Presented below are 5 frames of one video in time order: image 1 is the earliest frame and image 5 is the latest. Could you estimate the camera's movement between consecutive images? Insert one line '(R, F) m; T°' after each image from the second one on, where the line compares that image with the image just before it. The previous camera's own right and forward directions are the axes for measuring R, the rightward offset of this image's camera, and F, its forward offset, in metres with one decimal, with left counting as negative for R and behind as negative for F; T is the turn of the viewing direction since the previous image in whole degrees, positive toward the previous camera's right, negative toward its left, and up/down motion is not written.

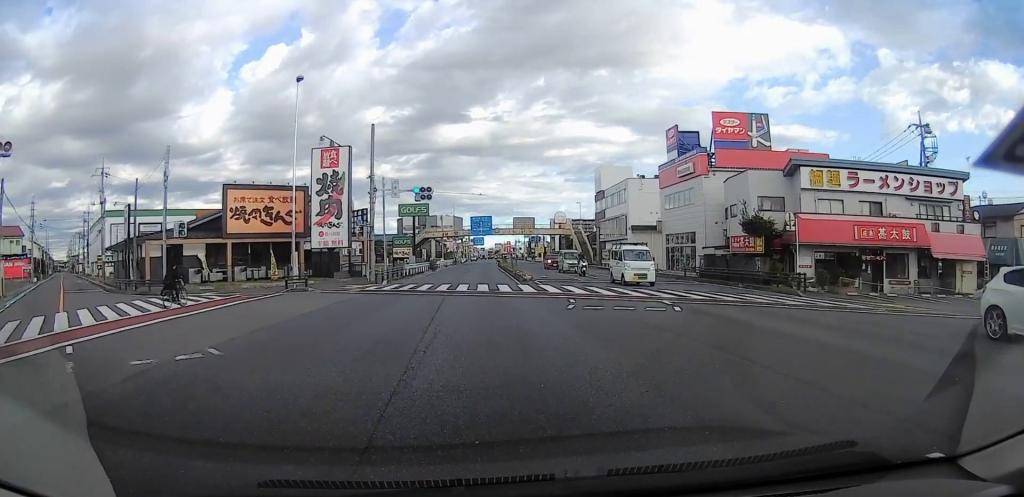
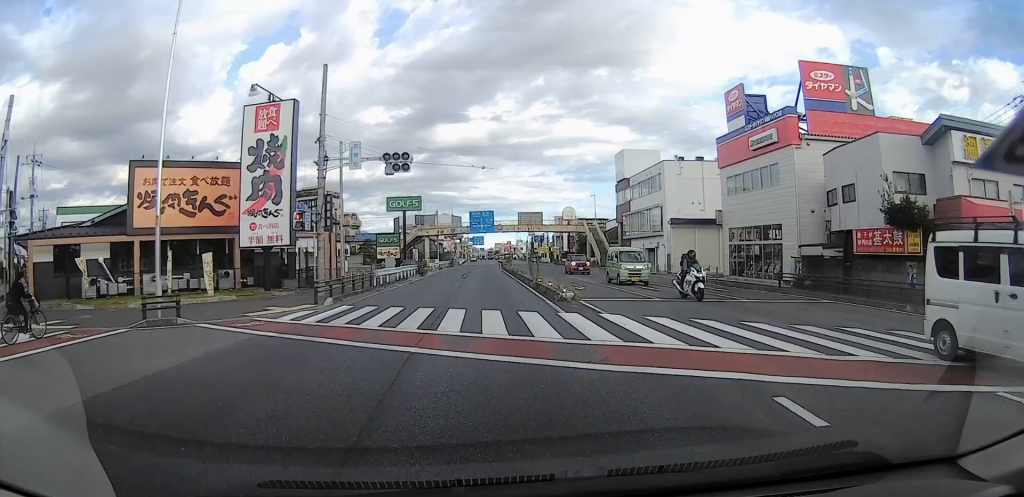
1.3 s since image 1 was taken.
(-0.1, +10.0) m; +1°
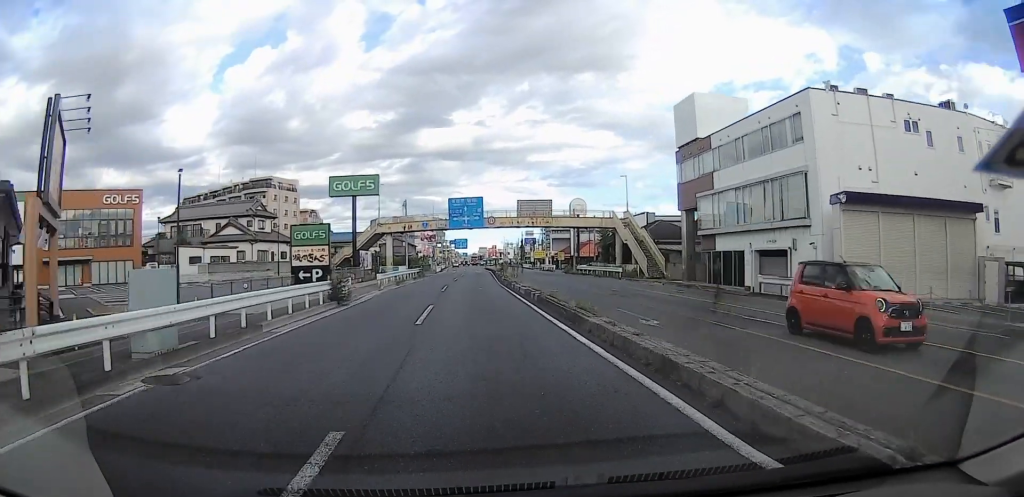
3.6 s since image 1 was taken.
(+0.7, +22.2) m; +1°
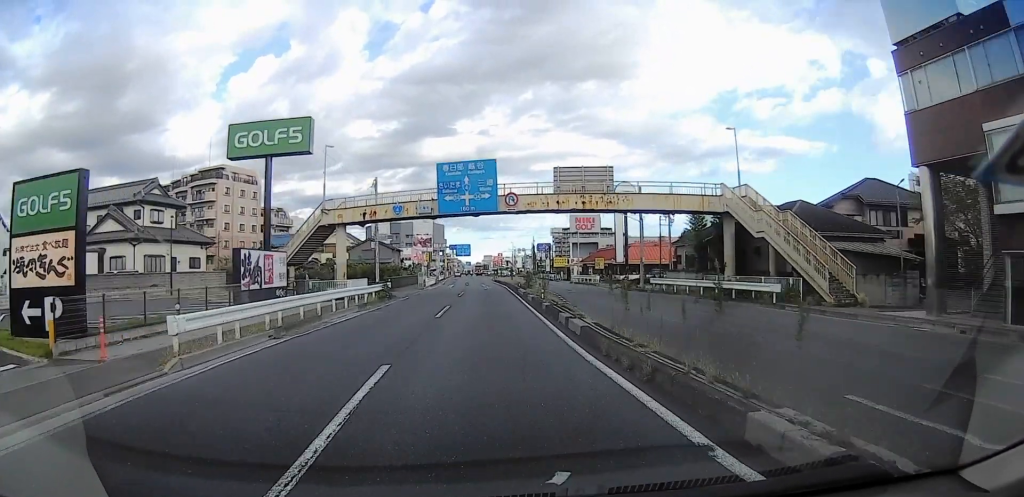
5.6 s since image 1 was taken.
(-0.5, +24.5) m; -1°
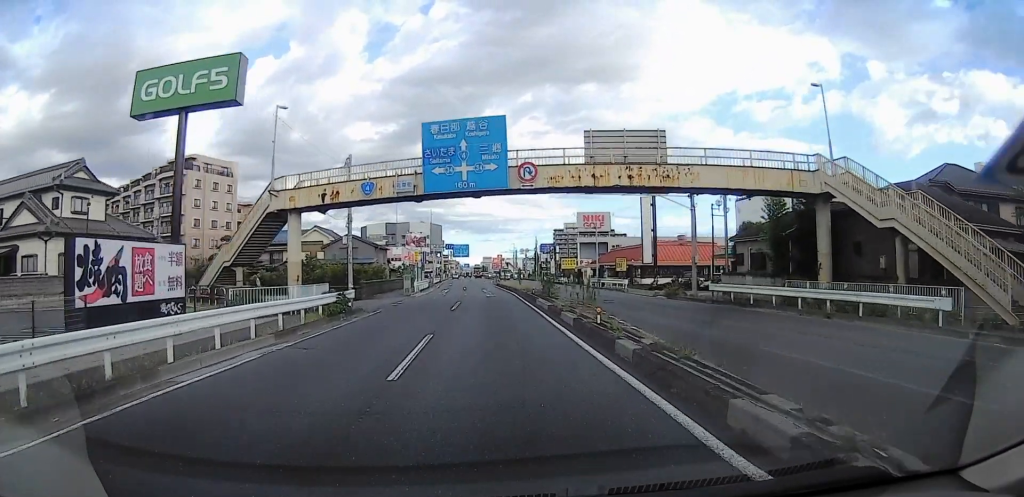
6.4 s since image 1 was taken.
(0.0, +10.8) m; 0°
